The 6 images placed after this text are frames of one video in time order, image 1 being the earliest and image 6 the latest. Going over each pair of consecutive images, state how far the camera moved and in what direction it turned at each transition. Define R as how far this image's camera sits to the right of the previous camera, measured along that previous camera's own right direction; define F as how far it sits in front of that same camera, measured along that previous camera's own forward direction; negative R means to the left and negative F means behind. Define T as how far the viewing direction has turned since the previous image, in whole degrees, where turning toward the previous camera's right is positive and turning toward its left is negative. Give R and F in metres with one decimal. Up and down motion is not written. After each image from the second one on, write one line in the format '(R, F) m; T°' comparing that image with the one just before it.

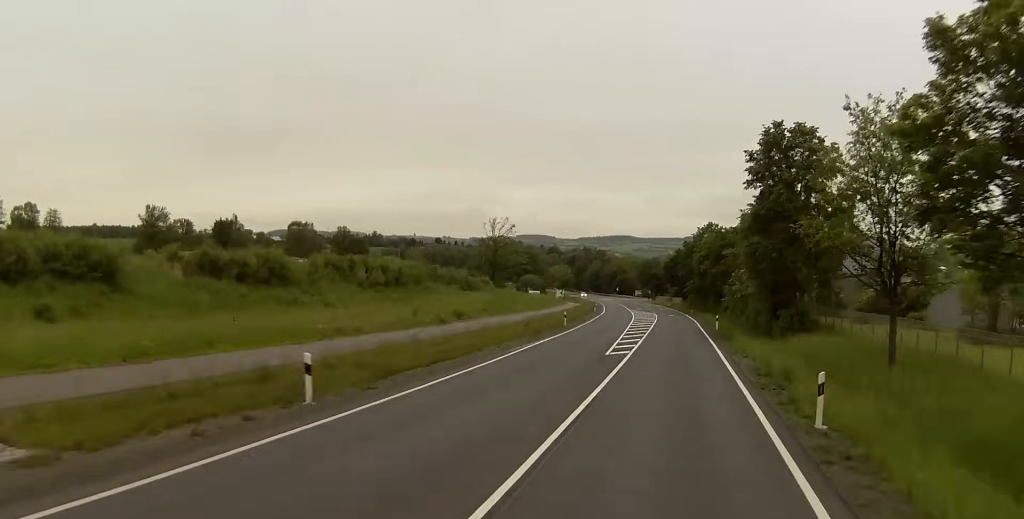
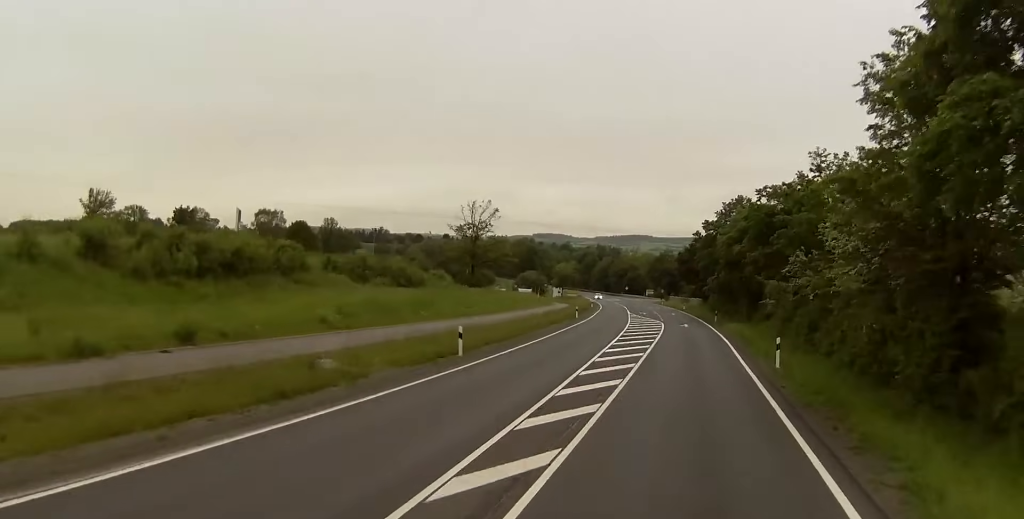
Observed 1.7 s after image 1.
(-0.4, +39.1) m; -1°
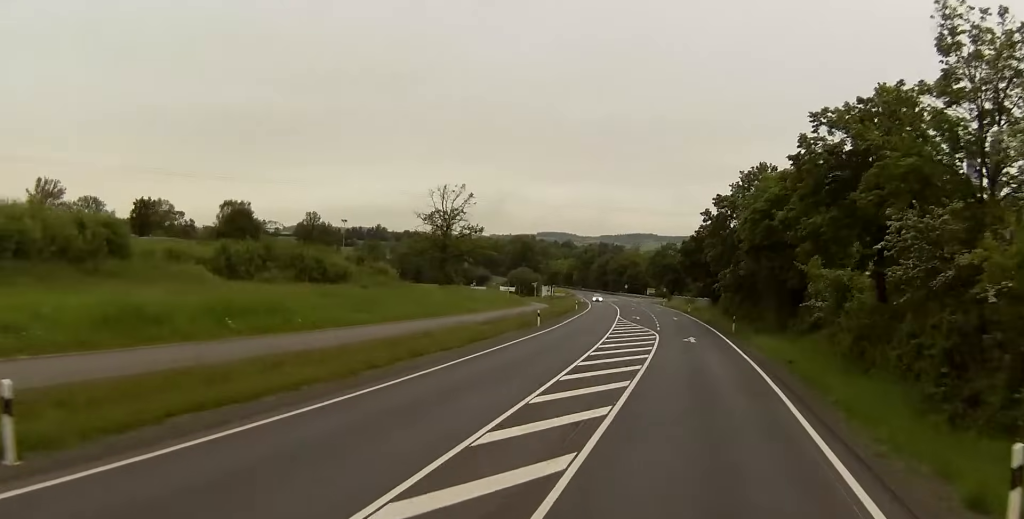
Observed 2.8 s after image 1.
(0.0, +24.3) m; +1°
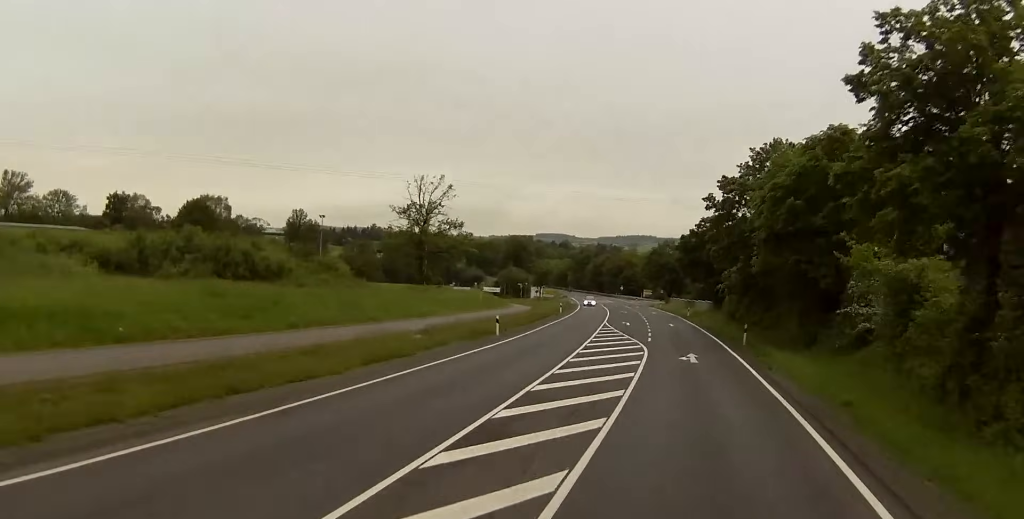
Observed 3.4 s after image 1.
(+0.2, +12.6) m; -1°
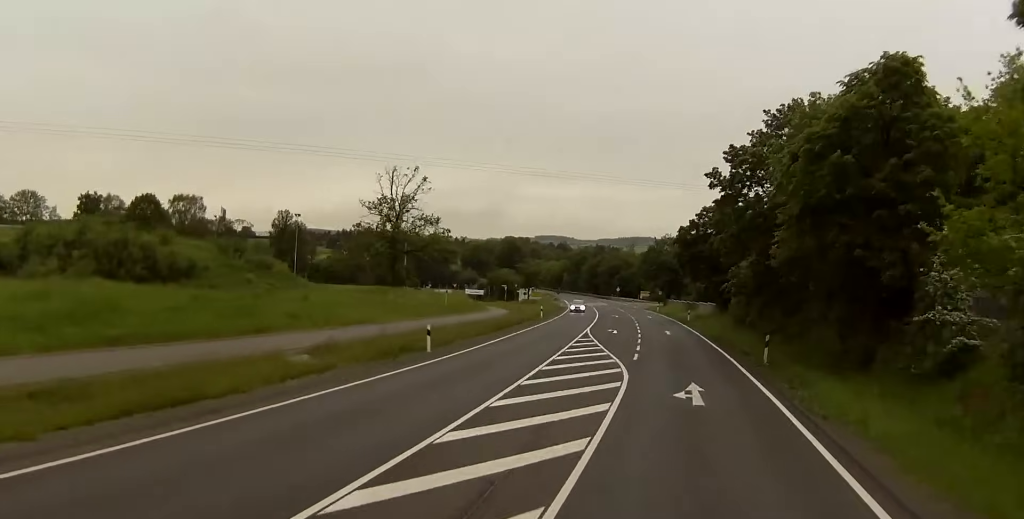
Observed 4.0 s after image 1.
(0.0, +12.5) m; -1°
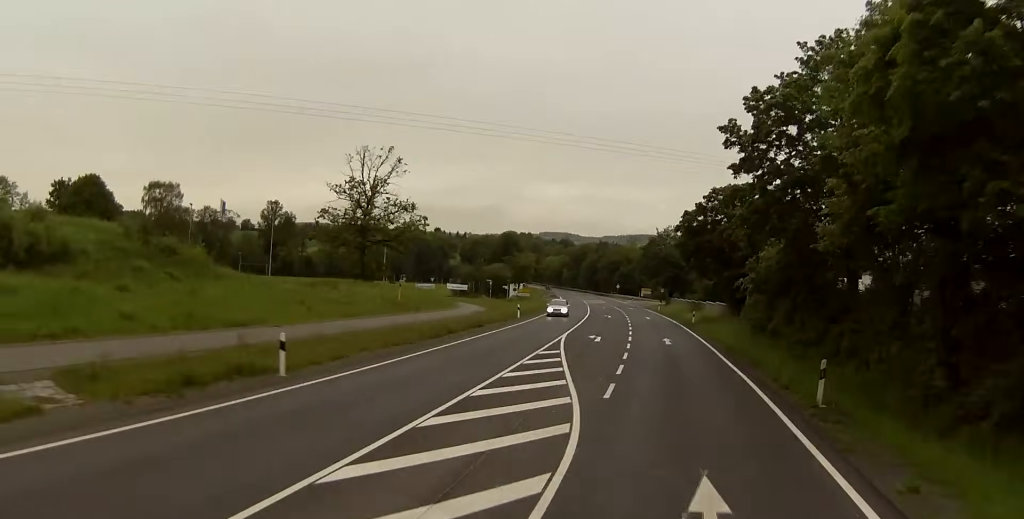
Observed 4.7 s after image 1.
(-0.3, +13.2) m; -1°
